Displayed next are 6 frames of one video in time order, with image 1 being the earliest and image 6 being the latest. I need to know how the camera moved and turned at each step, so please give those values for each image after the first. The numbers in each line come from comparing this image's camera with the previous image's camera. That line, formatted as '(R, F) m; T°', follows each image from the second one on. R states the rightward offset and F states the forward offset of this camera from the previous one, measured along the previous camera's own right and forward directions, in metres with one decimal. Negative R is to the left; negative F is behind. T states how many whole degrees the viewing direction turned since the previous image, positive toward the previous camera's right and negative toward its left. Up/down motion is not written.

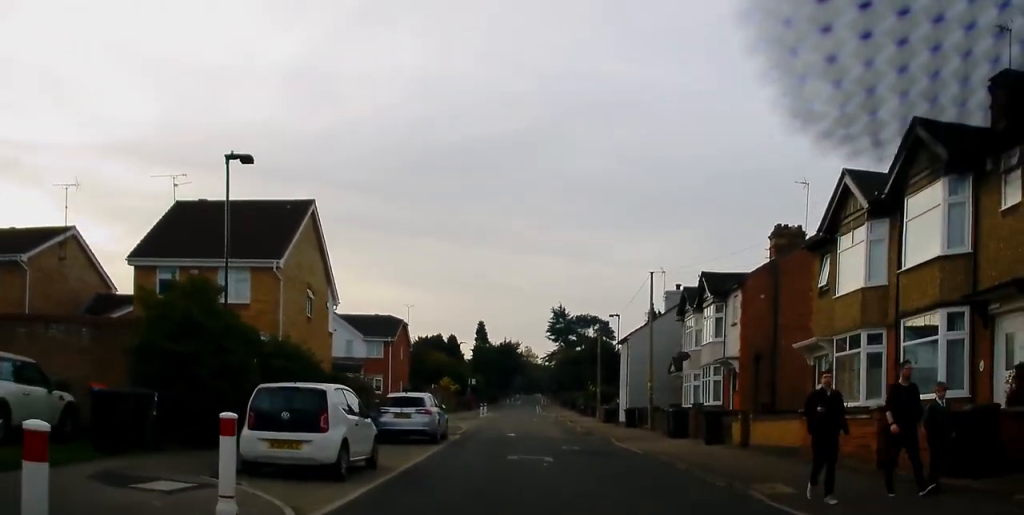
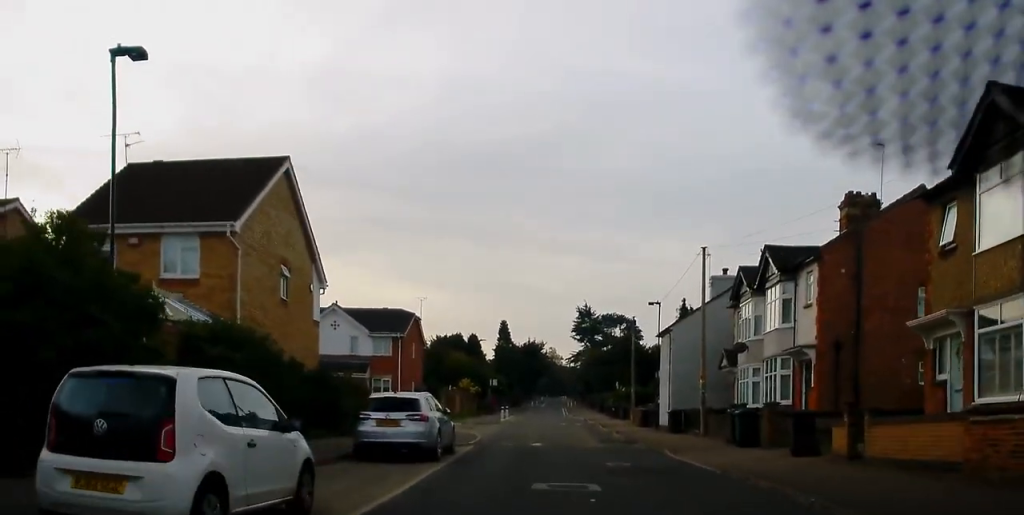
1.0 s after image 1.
(-0.1, +5.8) m; -3°
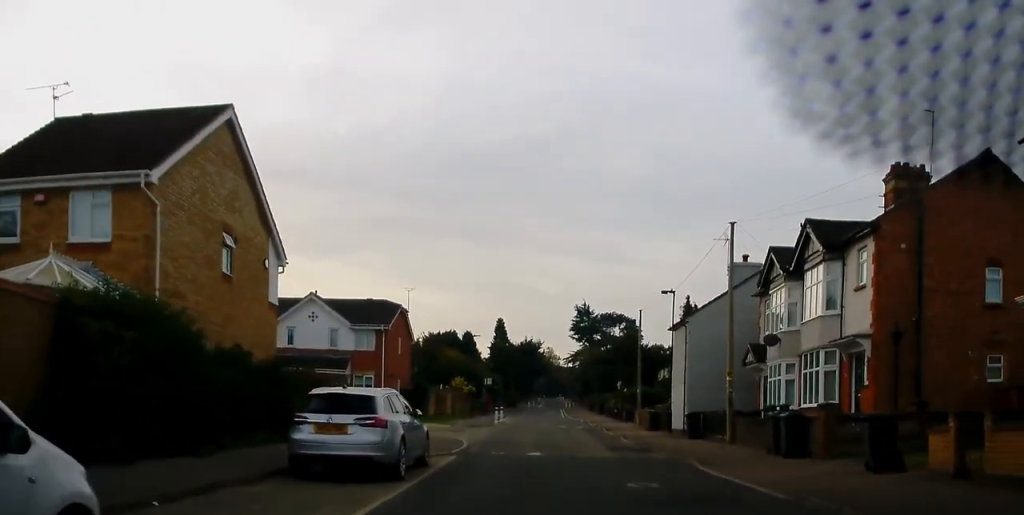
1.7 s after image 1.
(-0.1, +4.5) m; -2°
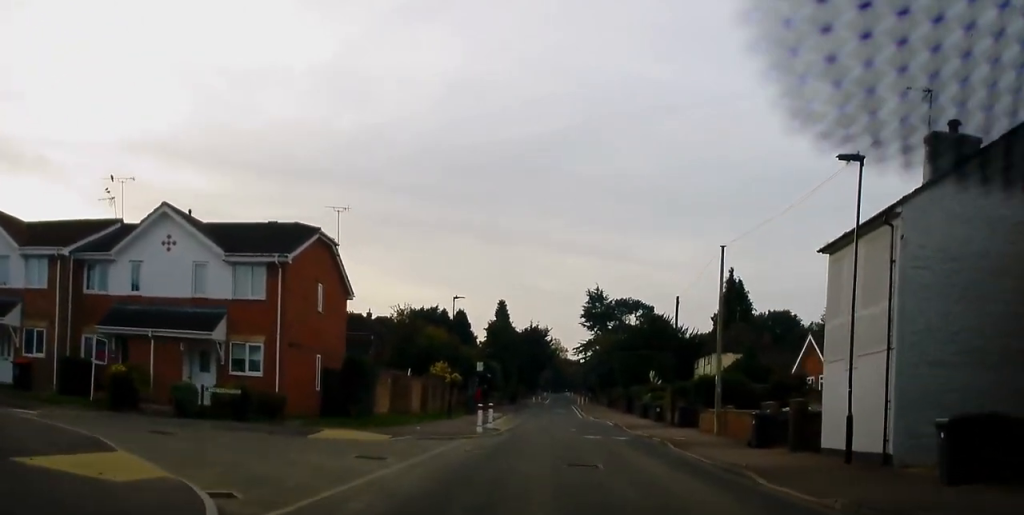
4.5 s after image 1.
(+0.5, +19.5) m; +2°
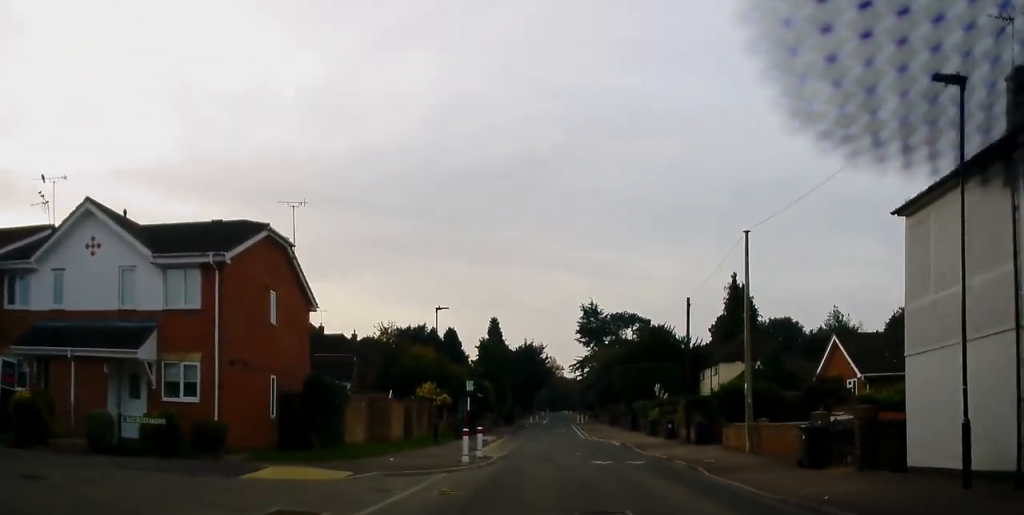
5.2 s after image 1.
(-0.1, +4.8) m; -3°
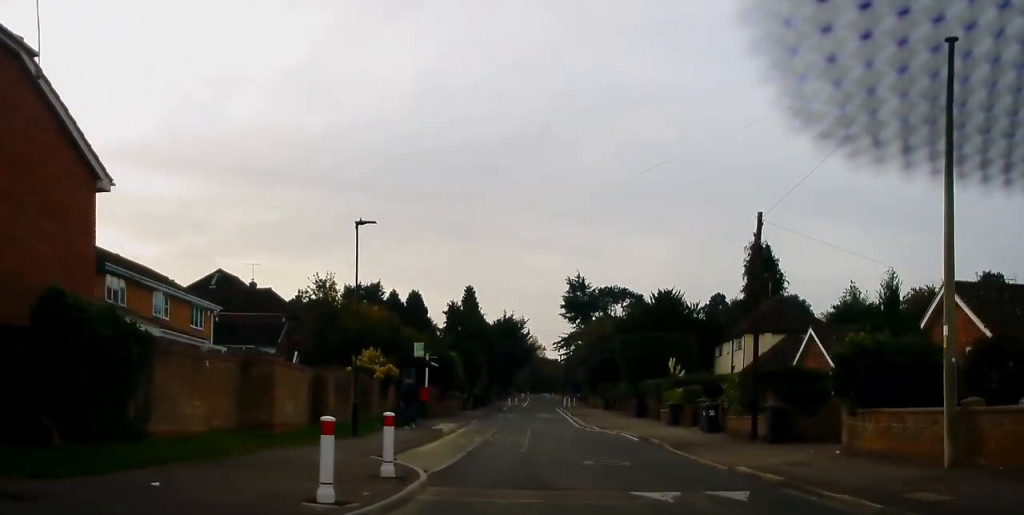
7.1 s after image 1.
(-0.2, +13.6) m; +3°
